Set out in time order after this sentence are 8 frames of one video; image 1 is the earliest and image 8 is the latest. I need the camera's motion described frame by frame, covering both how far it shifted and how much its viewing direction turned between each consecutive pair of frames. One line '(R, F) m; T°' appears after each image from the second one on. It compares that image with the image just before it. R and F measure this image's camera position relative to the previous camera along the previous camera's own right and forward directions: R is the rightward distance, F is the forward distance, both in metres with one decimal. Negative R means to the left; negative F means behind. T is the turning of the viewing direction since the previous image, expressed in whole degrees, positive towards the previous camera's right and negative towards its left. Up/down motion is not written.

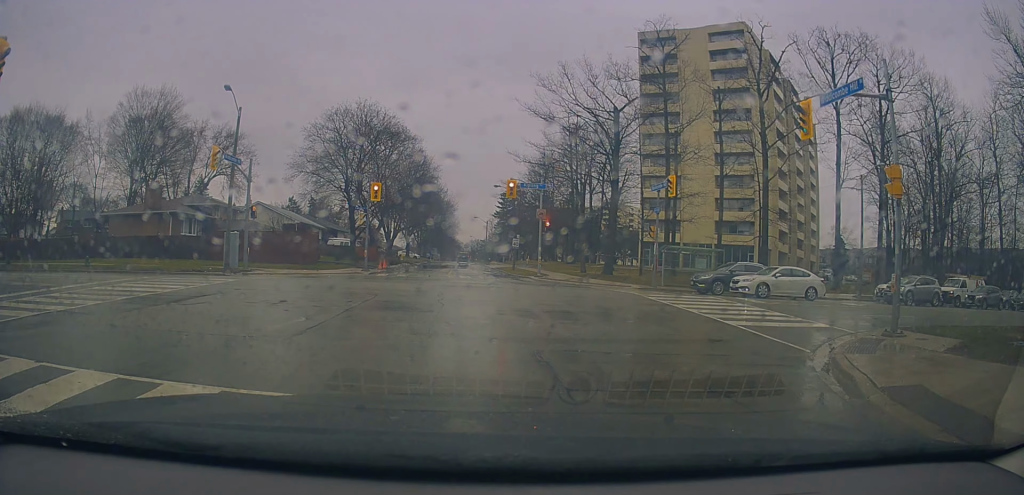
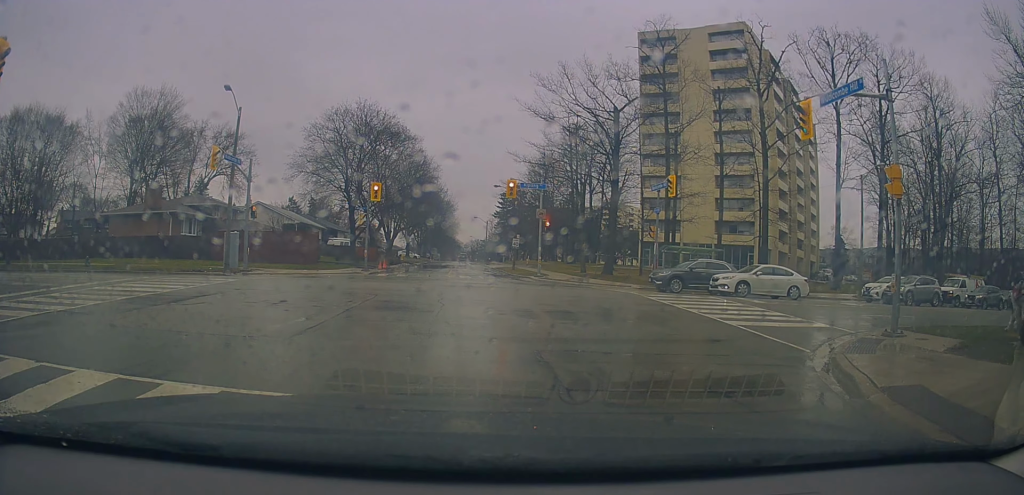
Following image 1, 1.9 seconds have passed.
(0.0, +0.3) m; 0°
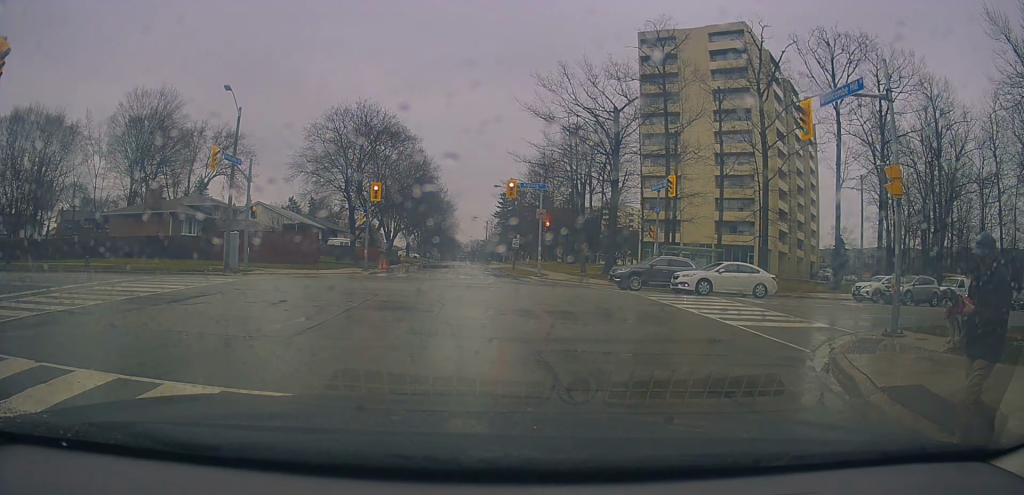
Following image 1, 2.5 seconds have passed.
(0.0, 0.0) m; 0°
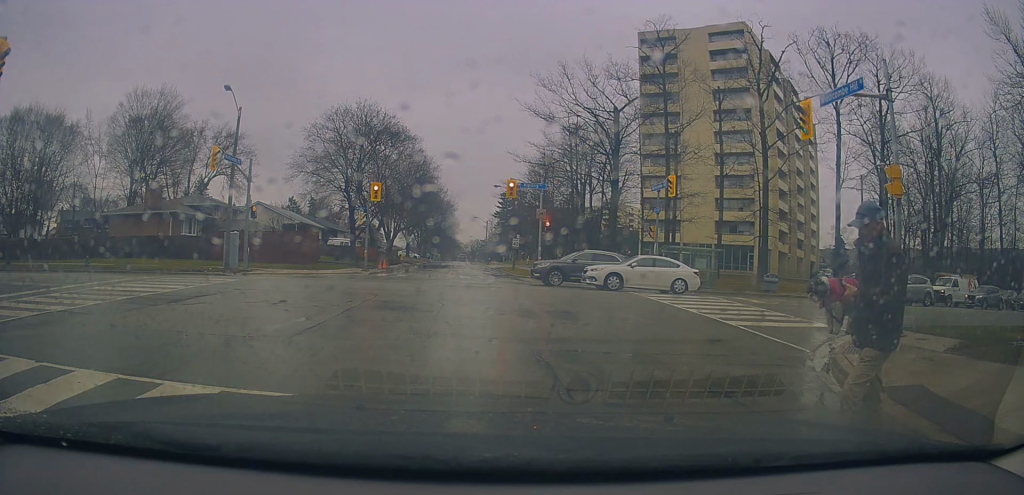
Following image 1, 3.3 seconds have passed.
(0.0, 0.0) m; 0°
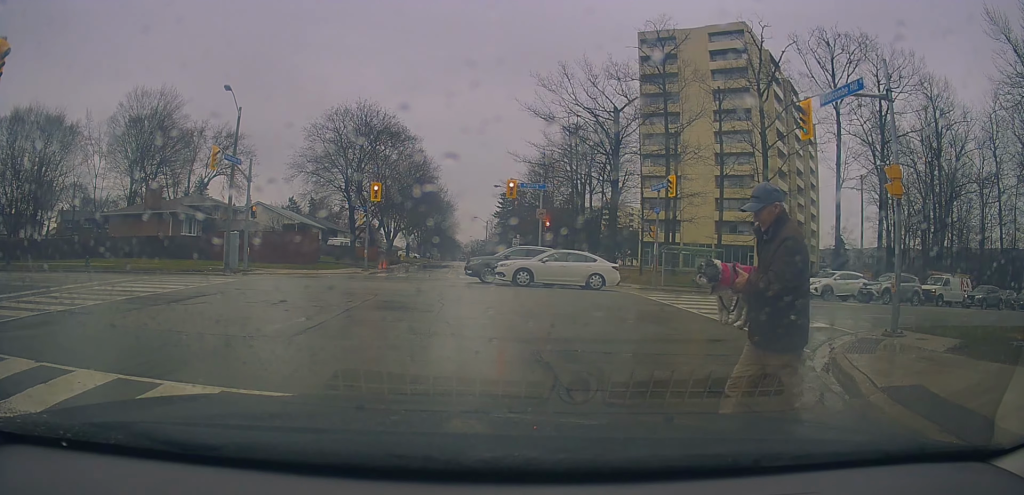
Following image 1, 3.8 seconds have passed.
(0.0, 0.0) m; 0°
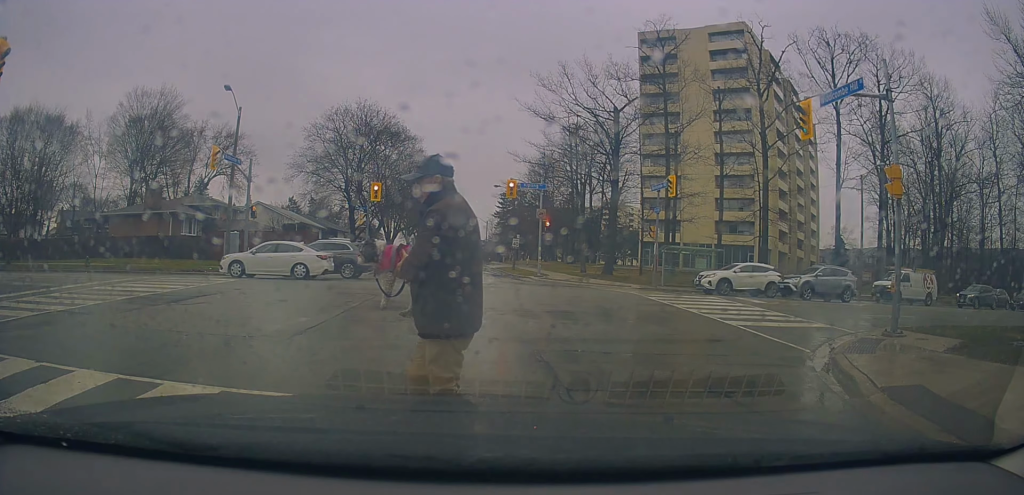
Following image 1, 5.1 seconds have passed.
(+0.1, +0.3) m; 0°
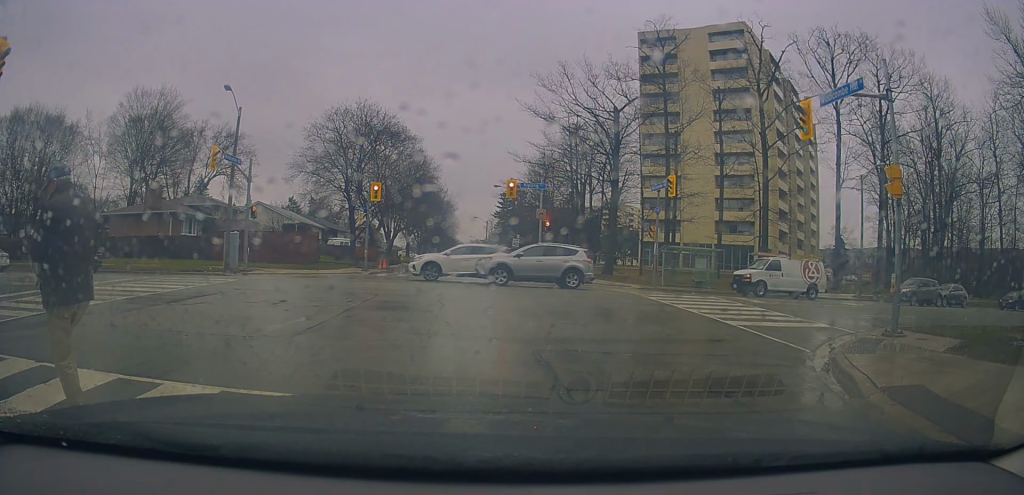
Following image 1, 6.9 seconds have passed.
(+0.1, +0.3) m; 0°
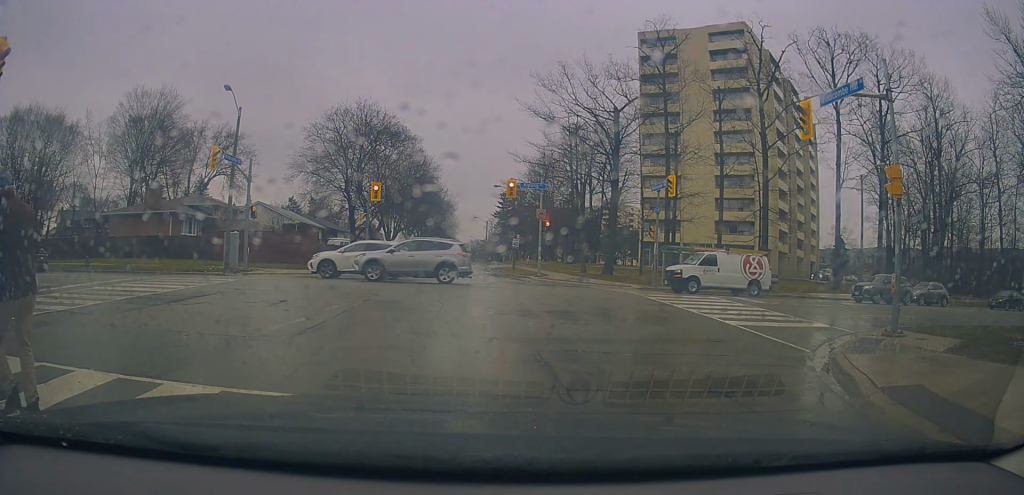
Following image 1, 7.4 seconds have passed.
(0.0, 0.0) m; 0°
